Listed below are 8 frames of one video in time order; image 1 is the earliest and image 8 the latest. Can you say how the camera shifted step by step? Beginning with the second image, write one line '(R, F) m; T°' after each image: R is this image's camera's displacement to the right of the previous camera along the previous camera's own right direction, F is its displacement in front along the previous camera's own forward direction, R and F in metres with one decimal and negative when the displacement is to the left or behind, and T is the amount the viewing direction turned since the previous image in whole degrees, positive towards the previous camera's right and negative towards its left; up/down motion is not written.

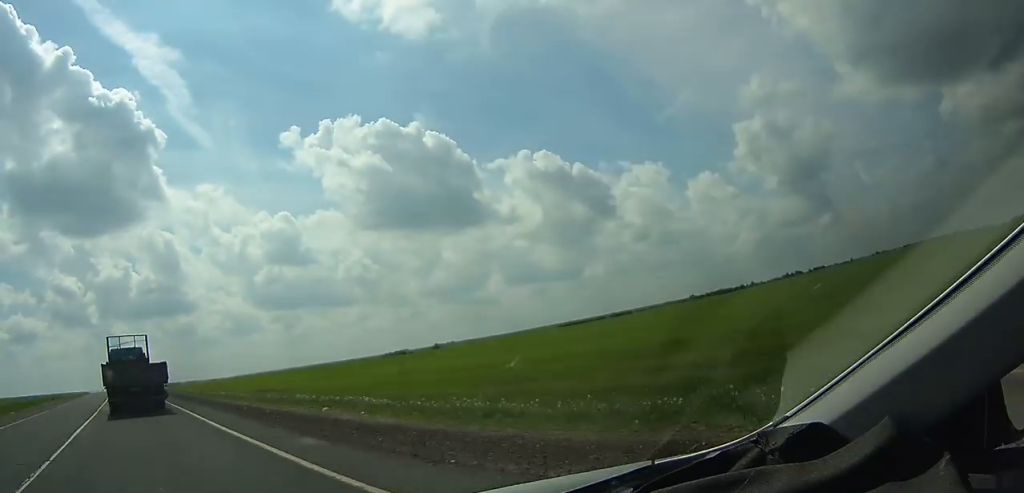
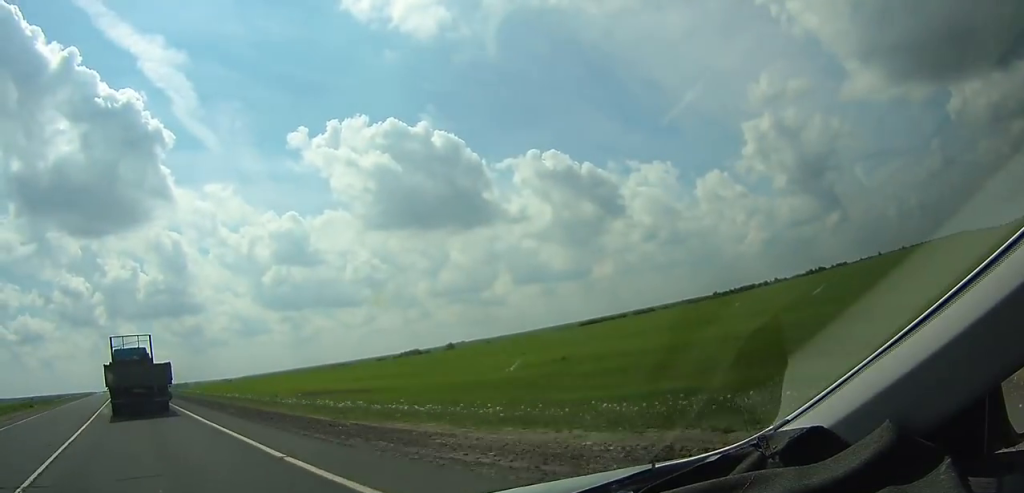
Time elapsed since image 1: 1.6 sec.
(+0.1, +23.0) m; 0°
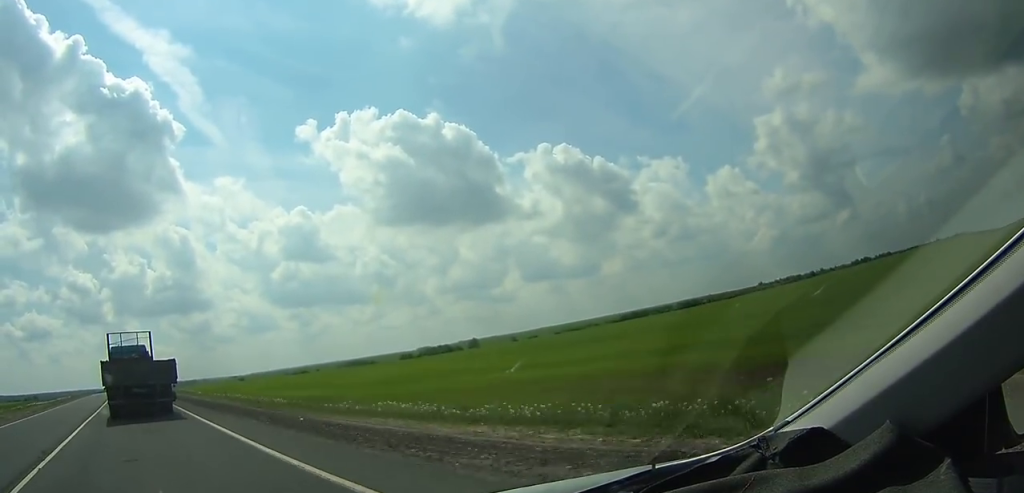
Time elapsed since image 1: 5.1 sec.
(-0.6, +50.5) m; -1°
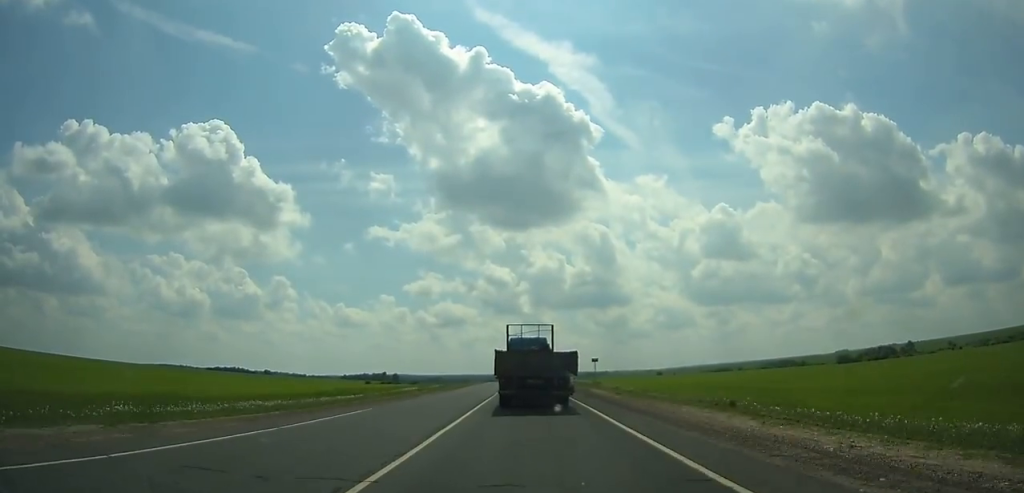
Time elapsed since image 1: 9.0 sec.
(-0.6, +56.4) m; -1°
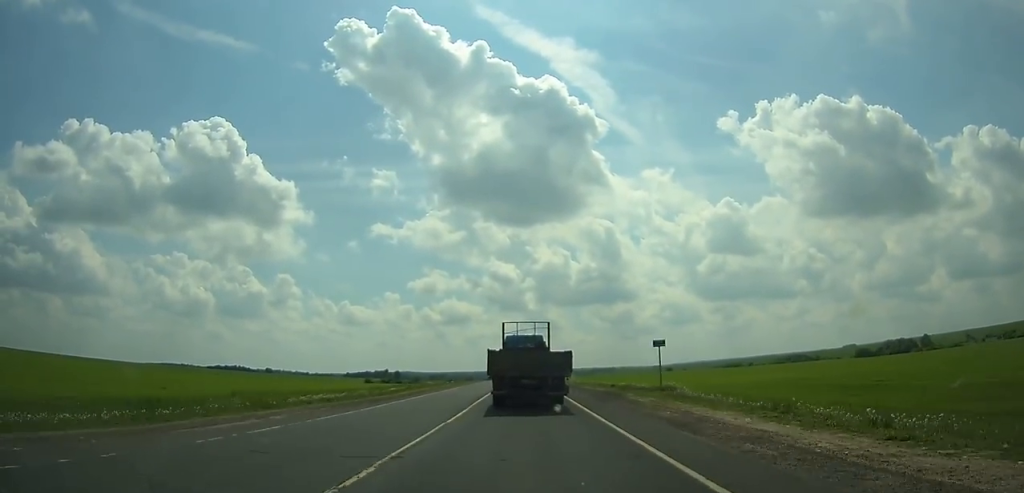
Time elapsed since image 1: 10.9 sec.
(-0.1, +27.5) m; -1°
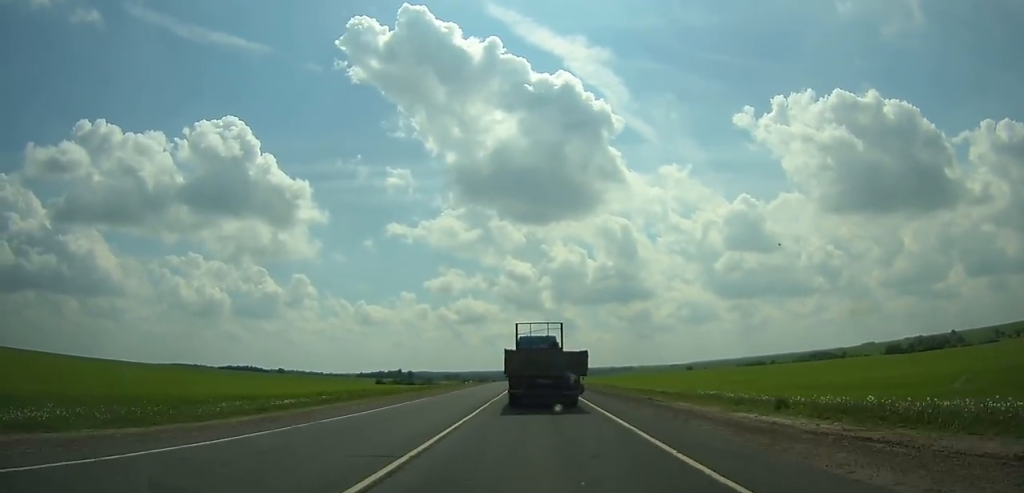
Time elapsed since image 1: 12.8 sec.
(-0.3, +27.5) m; -1°
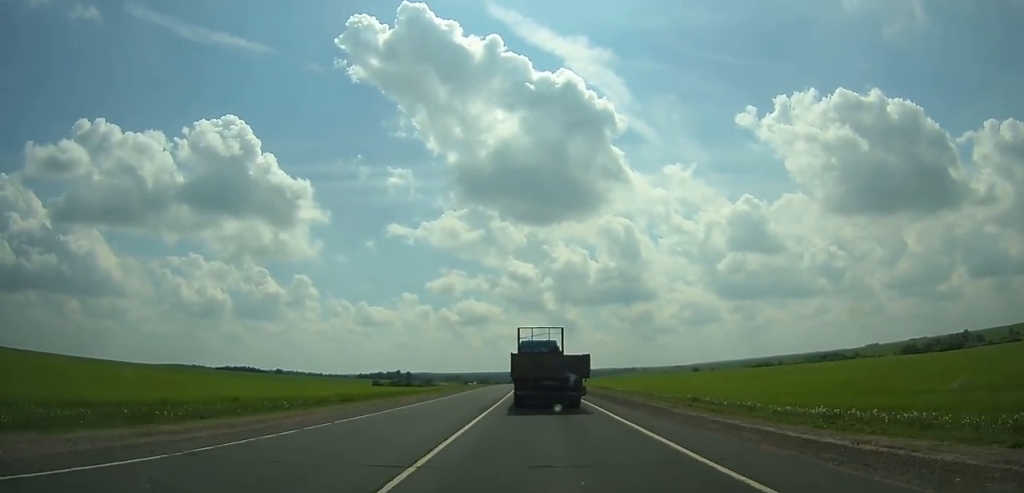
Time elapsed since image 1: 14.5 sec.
(-0.1, +24.8) m; 0°
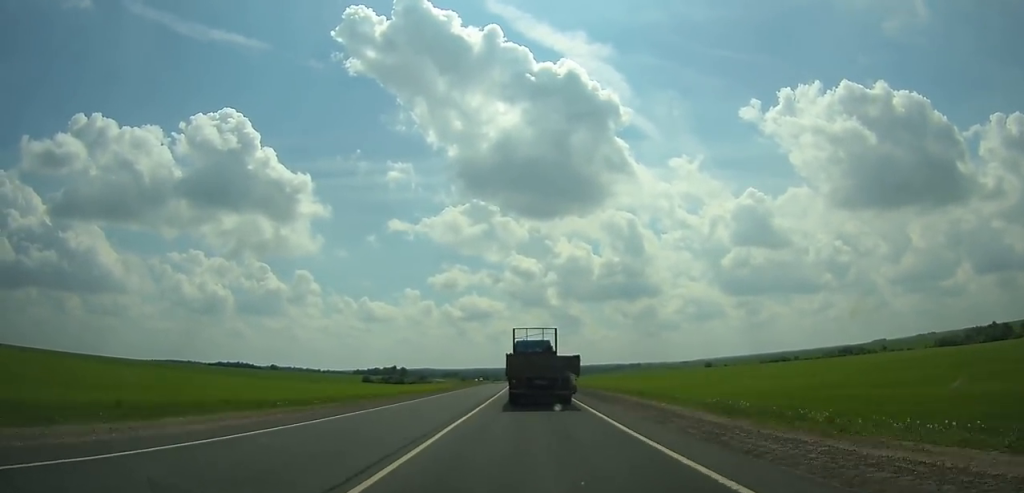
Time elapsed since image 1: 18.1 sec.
(-0.3, +53.5) m; -1°
